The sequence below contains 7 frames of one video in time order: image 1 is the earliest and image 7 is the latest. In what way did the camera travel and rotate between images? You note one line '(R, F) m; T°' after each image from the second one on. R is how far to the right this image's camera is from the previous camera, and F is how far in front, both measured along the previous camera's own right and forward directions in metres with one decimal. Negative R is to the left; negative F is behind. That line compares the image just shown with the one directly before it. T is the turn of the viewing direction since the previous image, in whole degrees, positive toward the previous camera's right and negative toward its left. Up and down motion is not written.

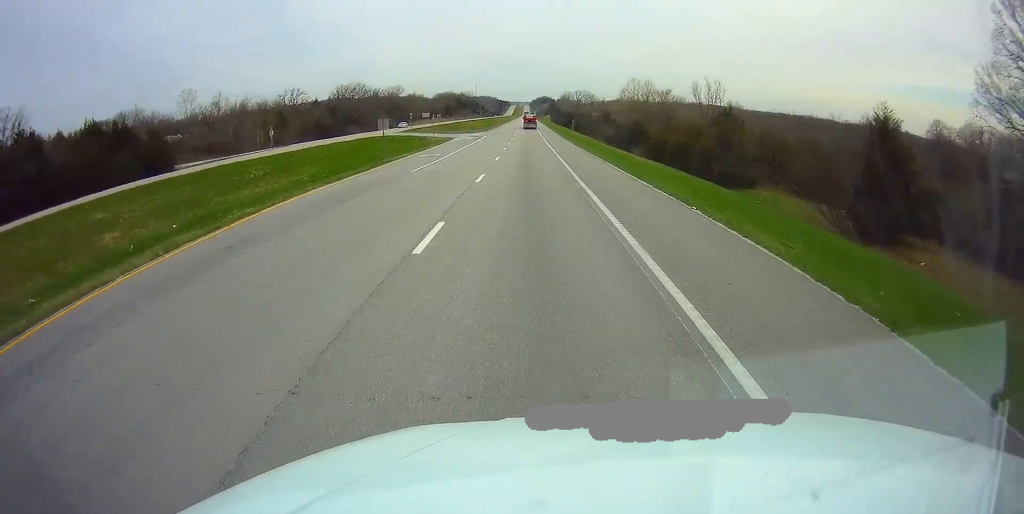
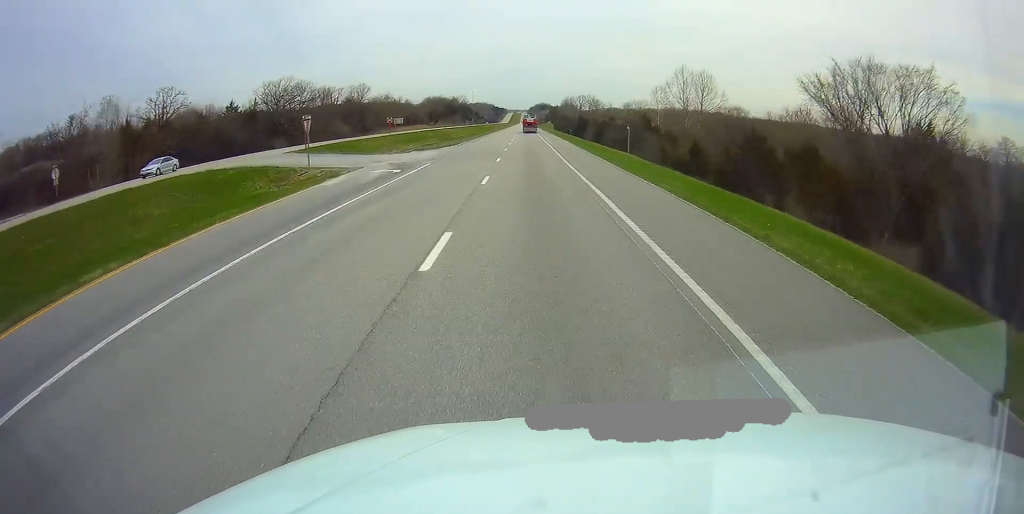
(0.0, +50.1) m; 0°
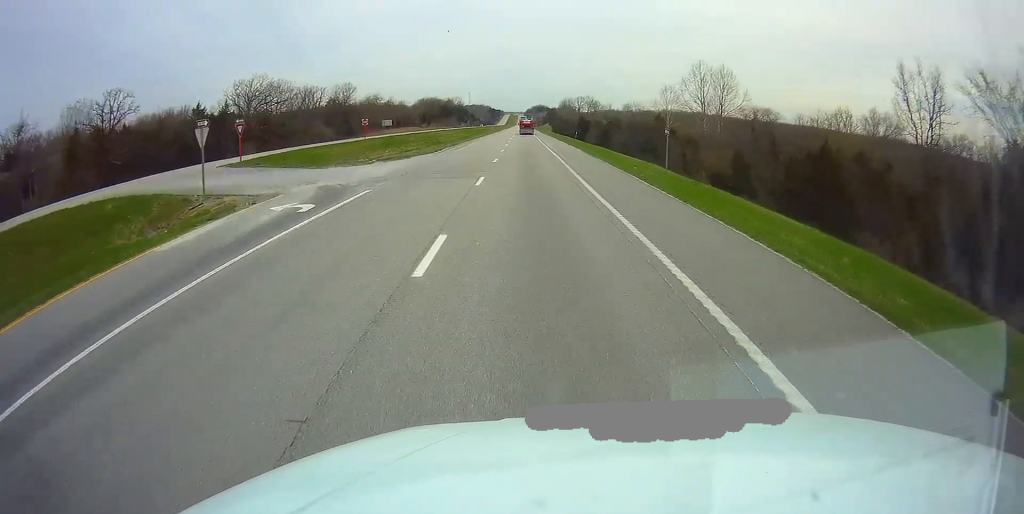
(+0.1, +12.5) m; 0°
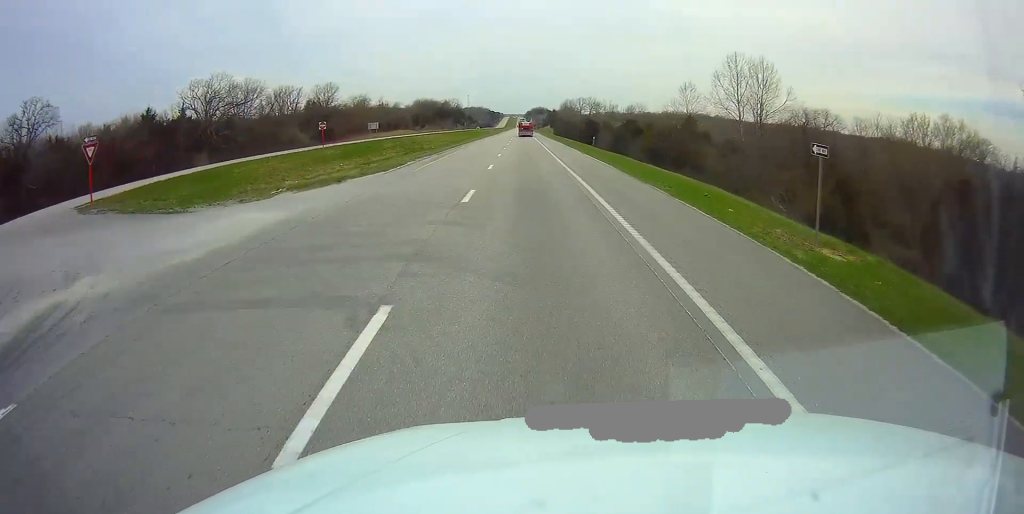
(+0.1, +16.6) m; 0°
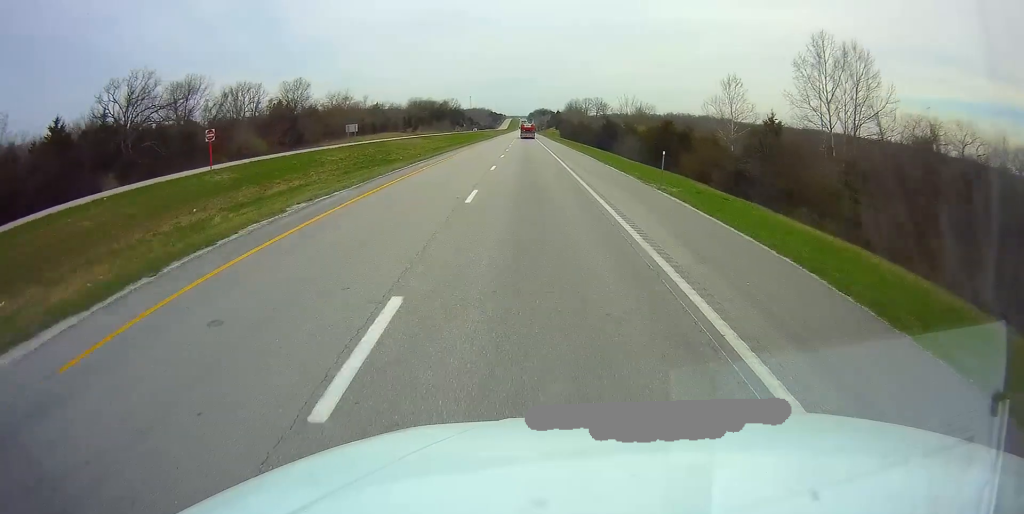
(-0.2, +23.9) m; 0°
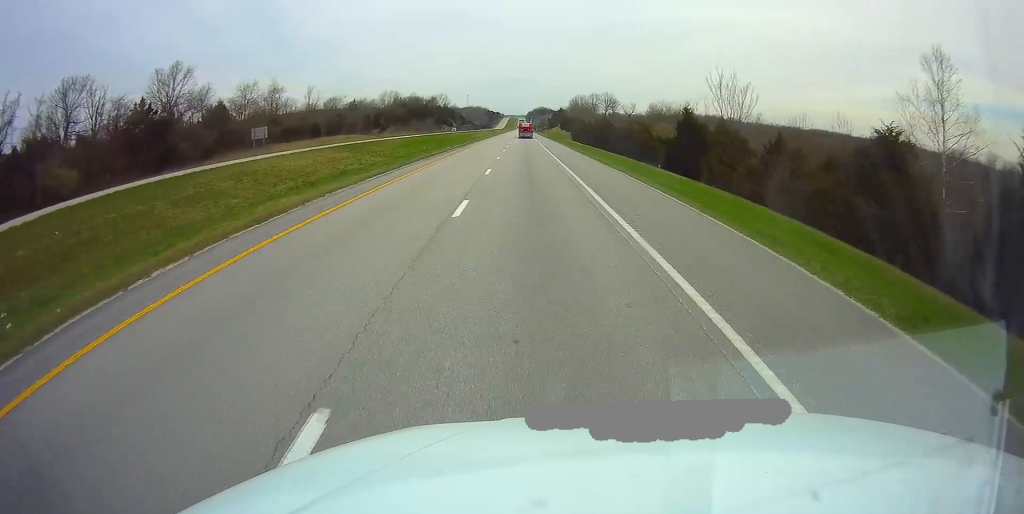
(0.0, +52.0) m; 0°
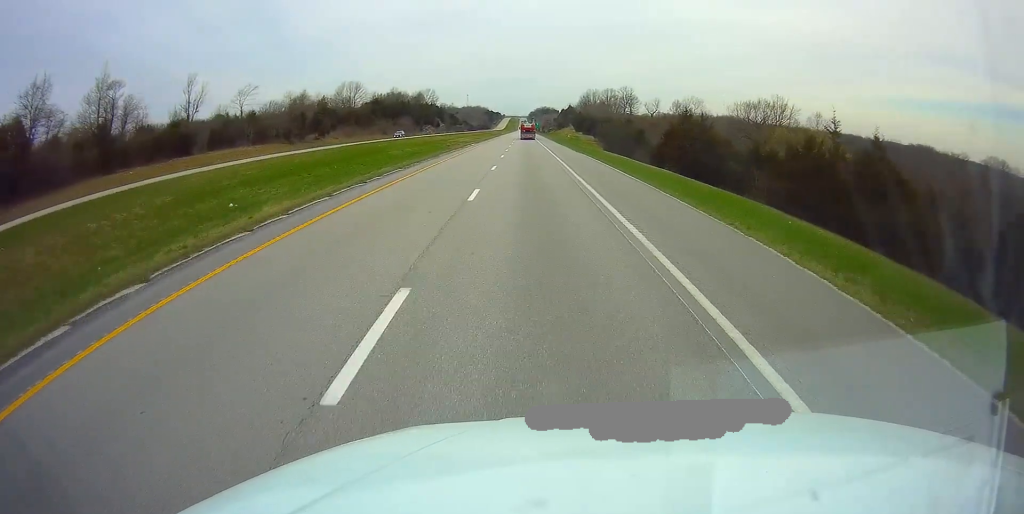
(+0.3, +58.2) m; 0°
